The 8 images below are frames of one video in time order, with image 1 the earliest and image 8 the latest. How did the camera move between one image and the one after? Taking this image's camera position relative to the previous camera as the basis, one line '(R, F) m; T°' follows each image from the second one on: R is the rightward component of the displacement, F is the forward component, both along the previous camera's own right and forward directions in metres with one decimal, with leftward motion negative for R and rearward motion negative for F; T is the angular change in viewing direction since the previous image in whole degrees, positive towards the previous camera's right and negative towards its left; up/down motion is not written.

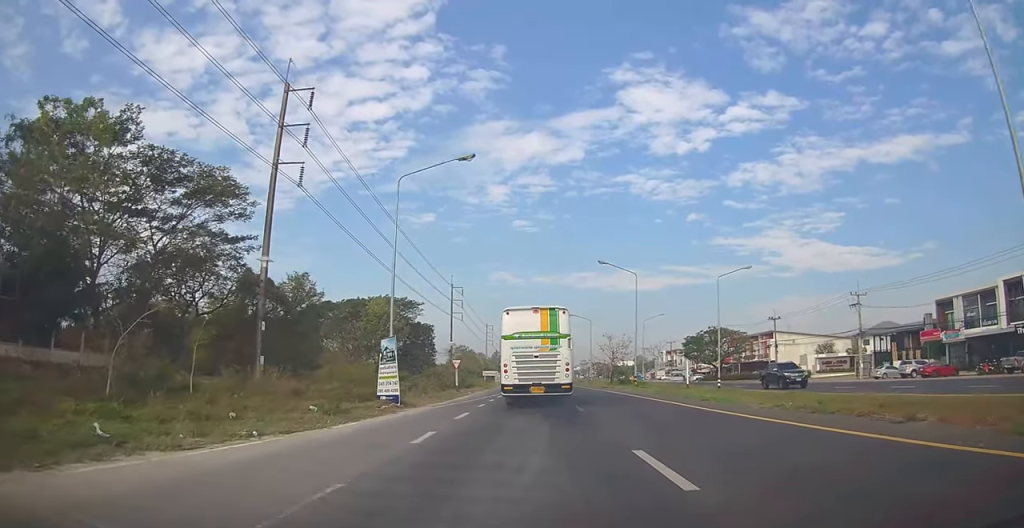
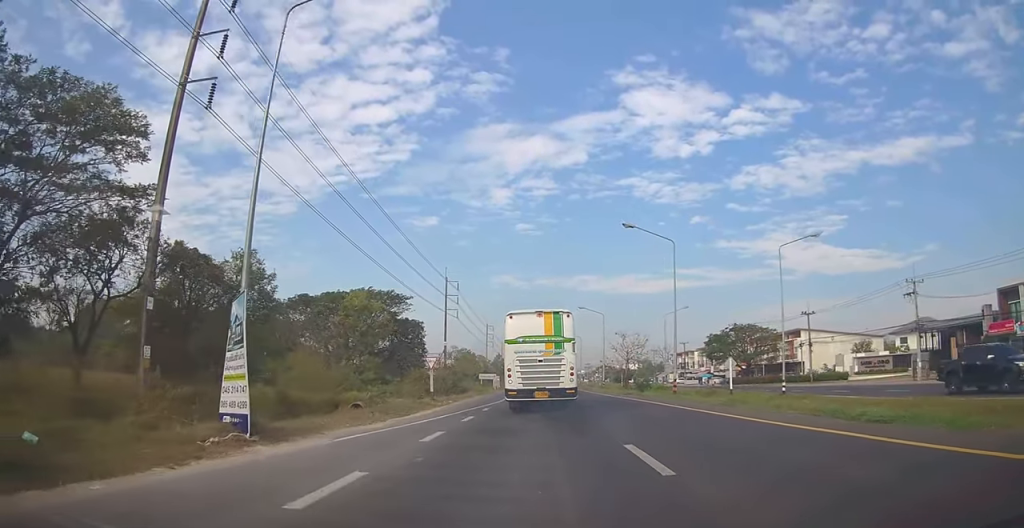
(-0.1, +10.5) m; -1°
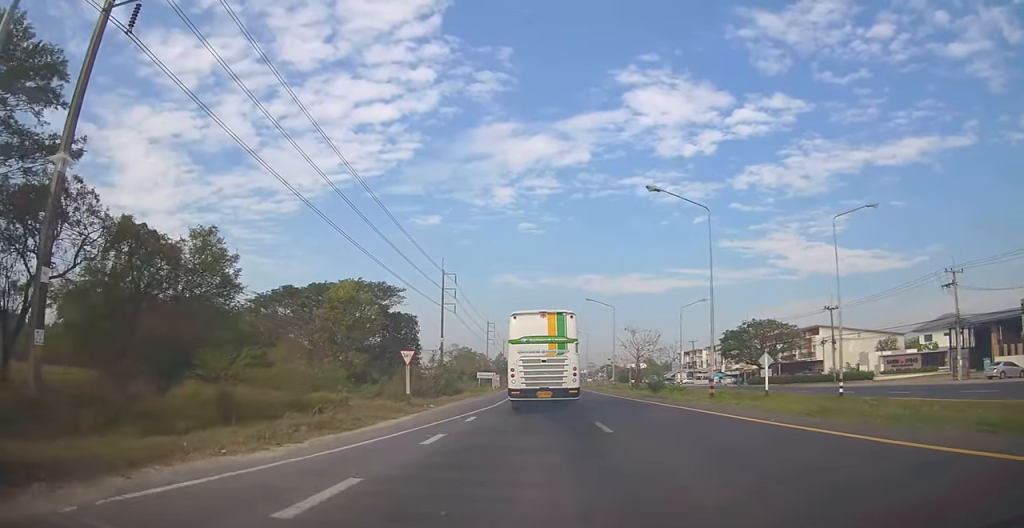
(-0.1, +6.2) m; -1°
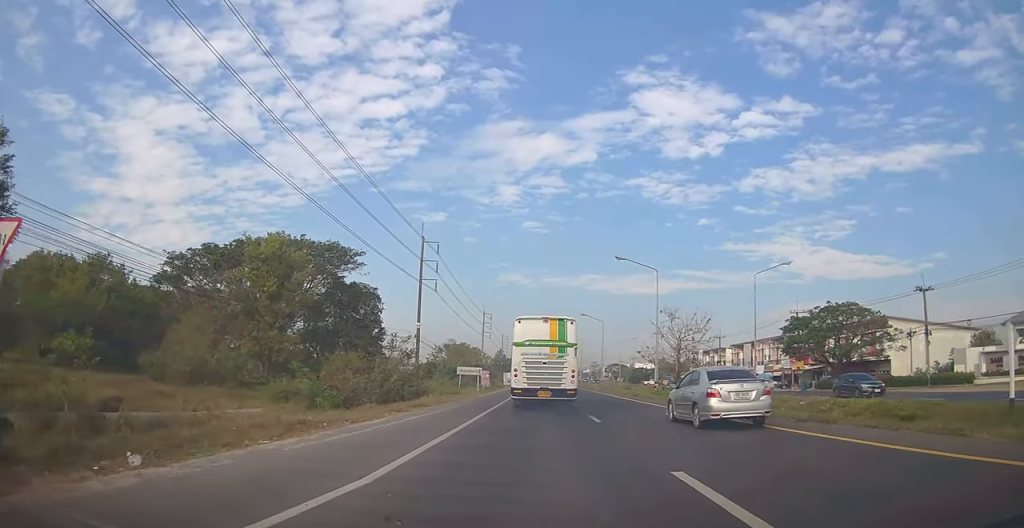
(-0.2, +20.7) m; -1°
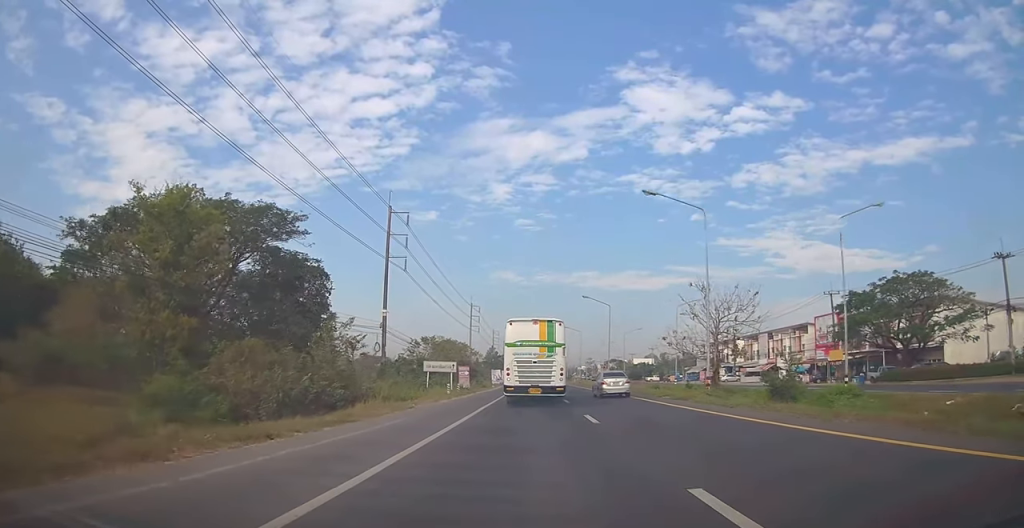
(0.0, +13.2) m; 0°
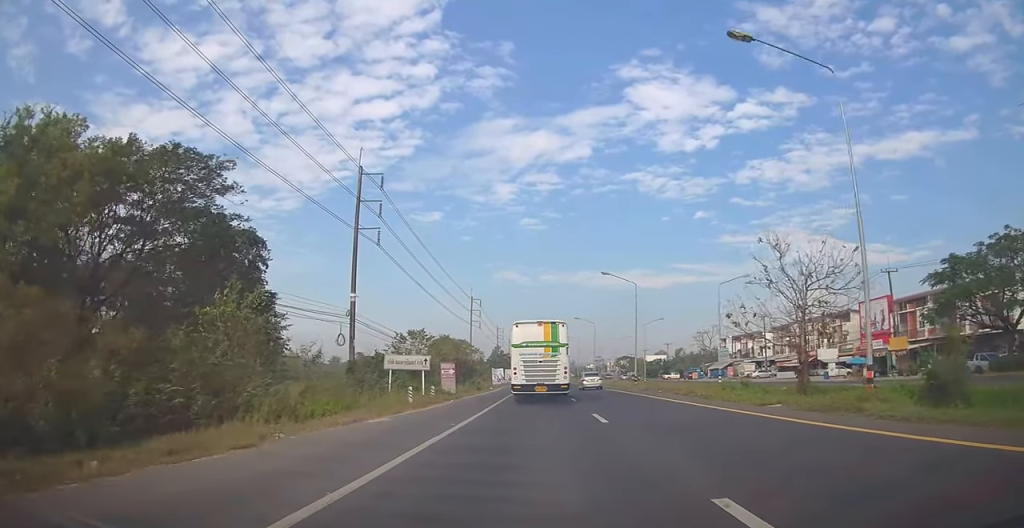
(-0.1, +12.2) m; -1°
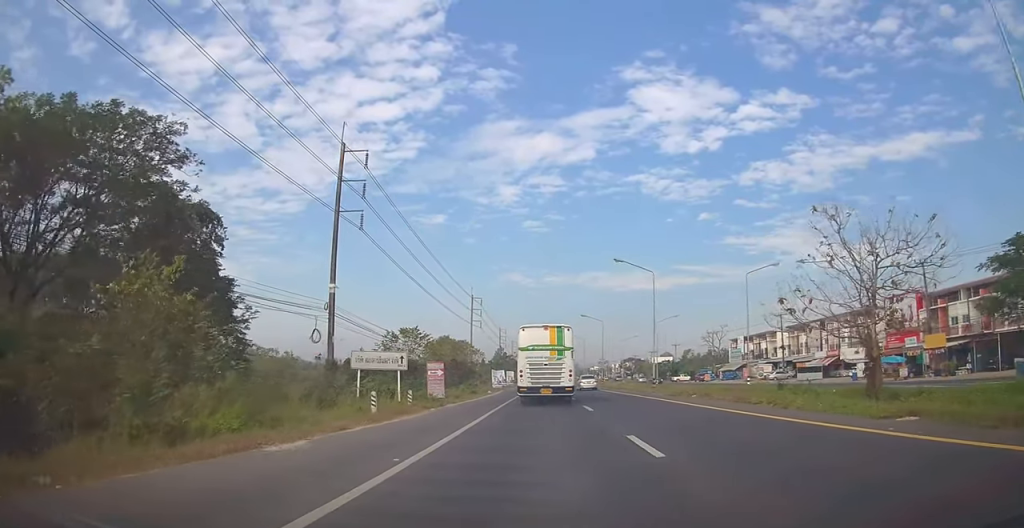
(-0.1, +5.6) m; -1°
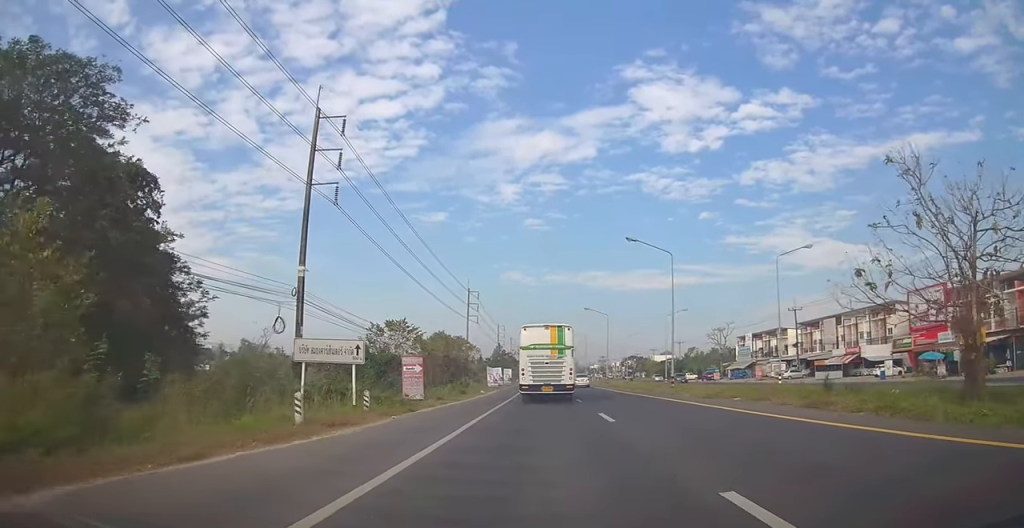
(0.0, +5.5) m; 0°
